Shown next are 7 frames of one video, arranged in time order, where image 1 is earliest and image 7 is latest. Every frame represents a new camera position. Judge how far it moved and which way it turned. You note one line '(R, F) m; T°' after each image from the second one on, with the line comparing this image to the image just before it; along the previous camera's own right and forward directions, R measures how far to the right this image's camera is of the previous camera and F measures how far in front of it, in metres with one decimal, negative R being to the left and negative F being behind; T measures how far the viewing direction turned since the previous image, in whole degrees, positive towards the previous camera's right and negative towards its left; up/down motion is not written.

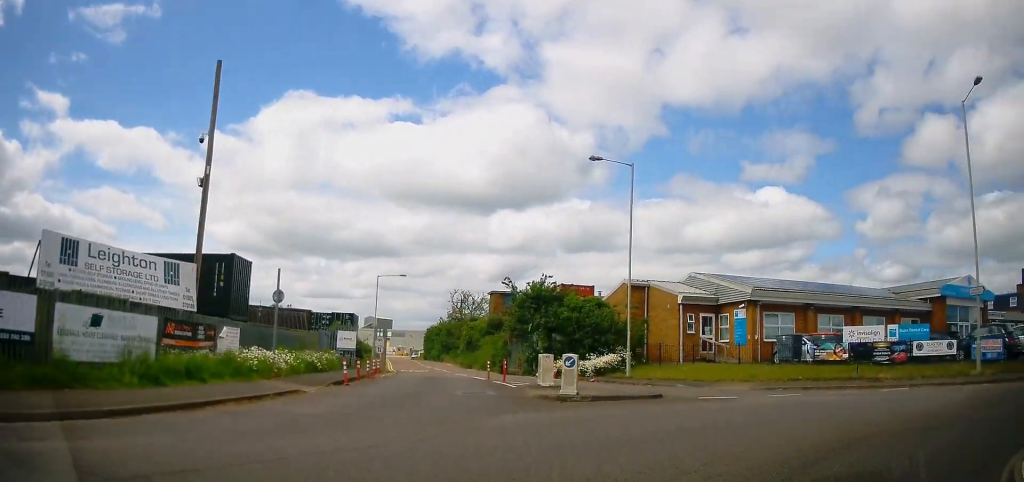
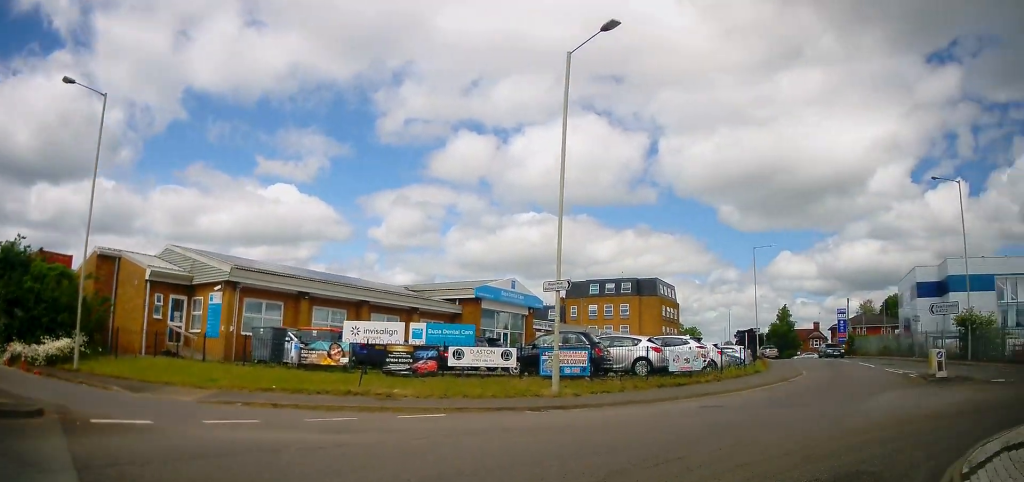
(+2.4, +5.4) m; +48°
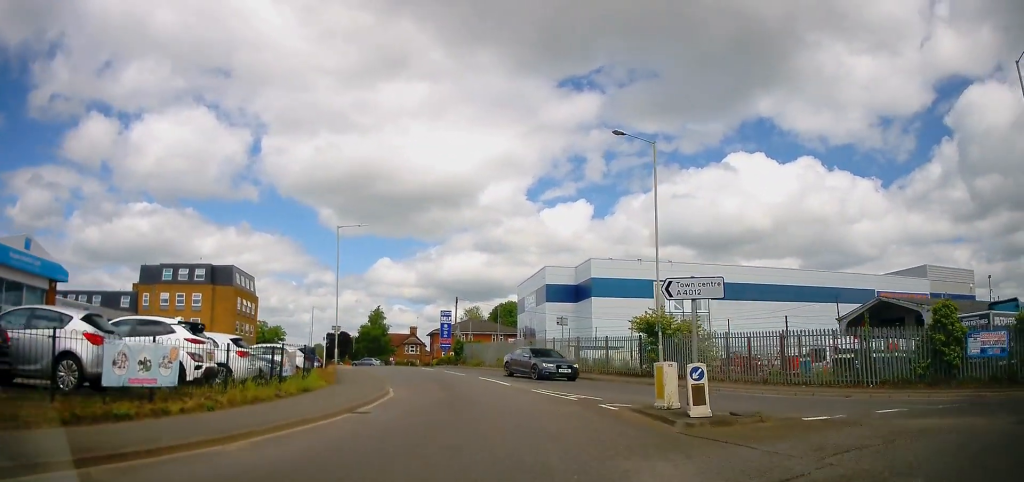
(+4.8, +9.5) m; +36°
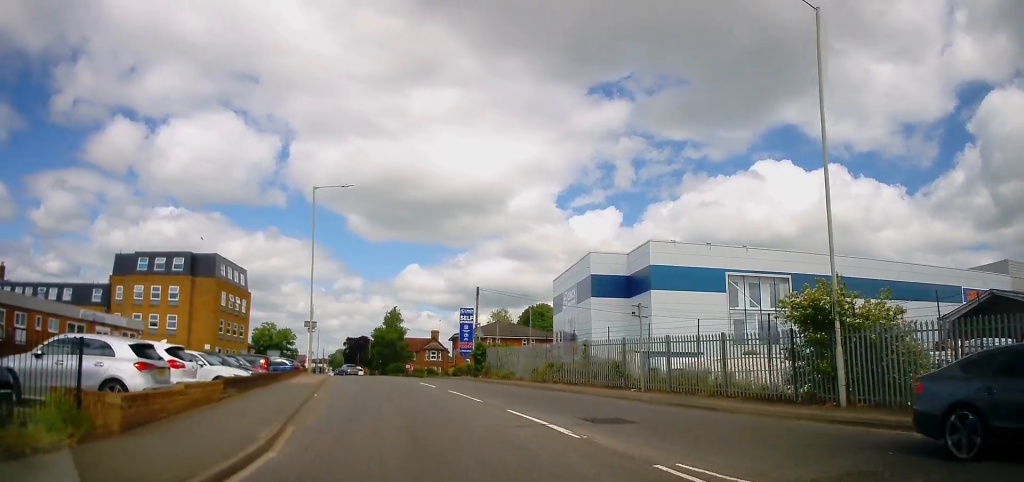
(+0.5, +11.5) m; -2°
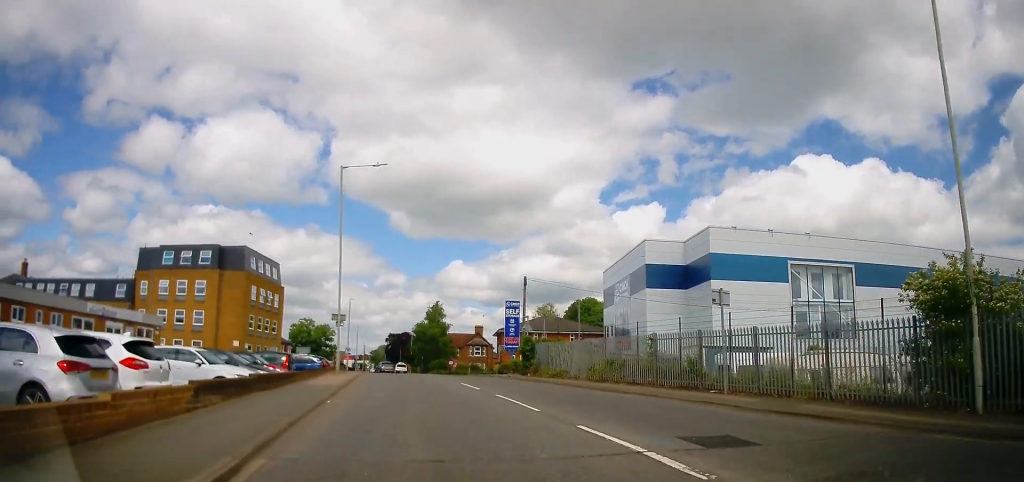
(-0.1, +3.2) m; -3°
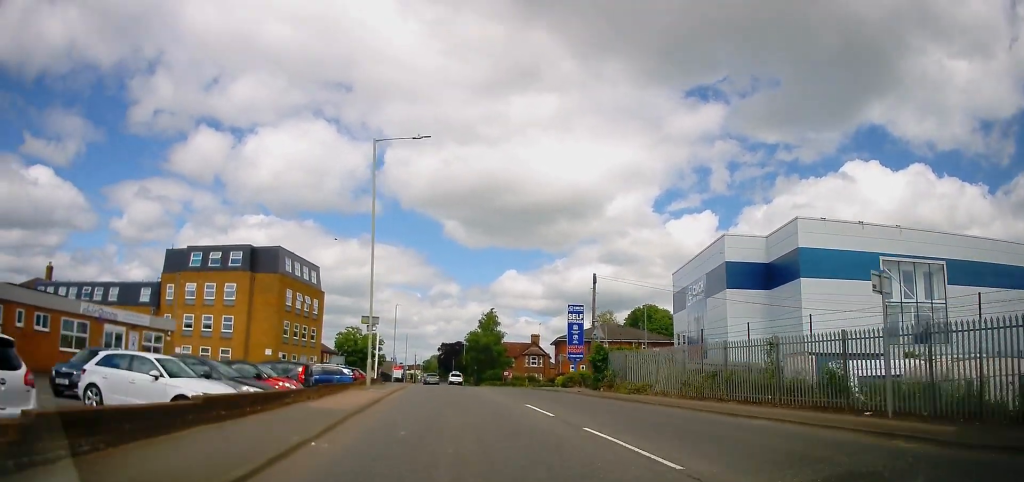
(-0.4, +5.1) m; -5°
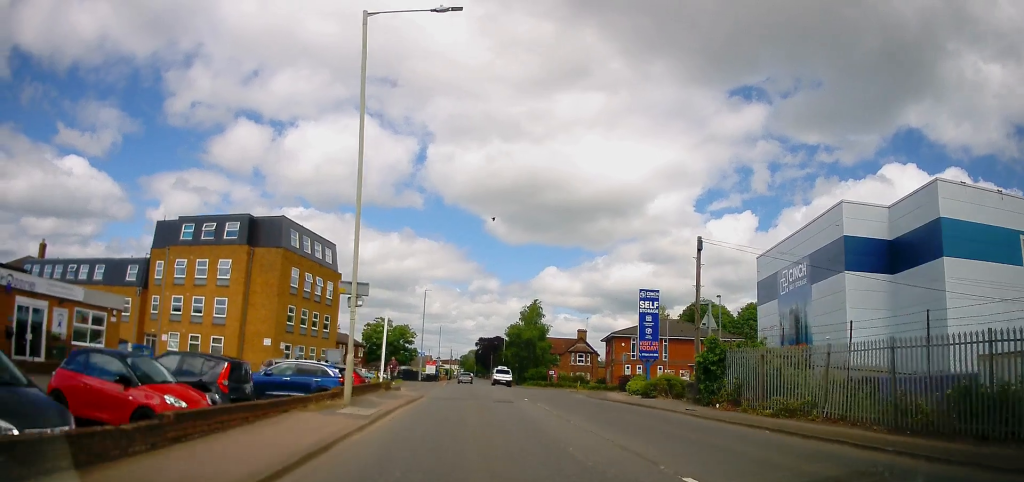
(-0.3, +9.6) m; -2°
